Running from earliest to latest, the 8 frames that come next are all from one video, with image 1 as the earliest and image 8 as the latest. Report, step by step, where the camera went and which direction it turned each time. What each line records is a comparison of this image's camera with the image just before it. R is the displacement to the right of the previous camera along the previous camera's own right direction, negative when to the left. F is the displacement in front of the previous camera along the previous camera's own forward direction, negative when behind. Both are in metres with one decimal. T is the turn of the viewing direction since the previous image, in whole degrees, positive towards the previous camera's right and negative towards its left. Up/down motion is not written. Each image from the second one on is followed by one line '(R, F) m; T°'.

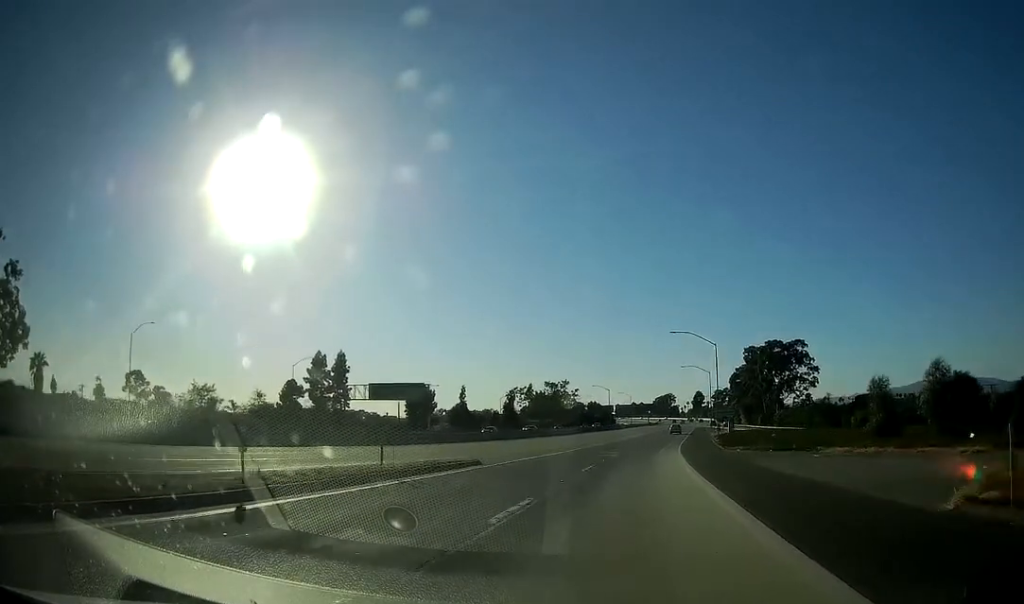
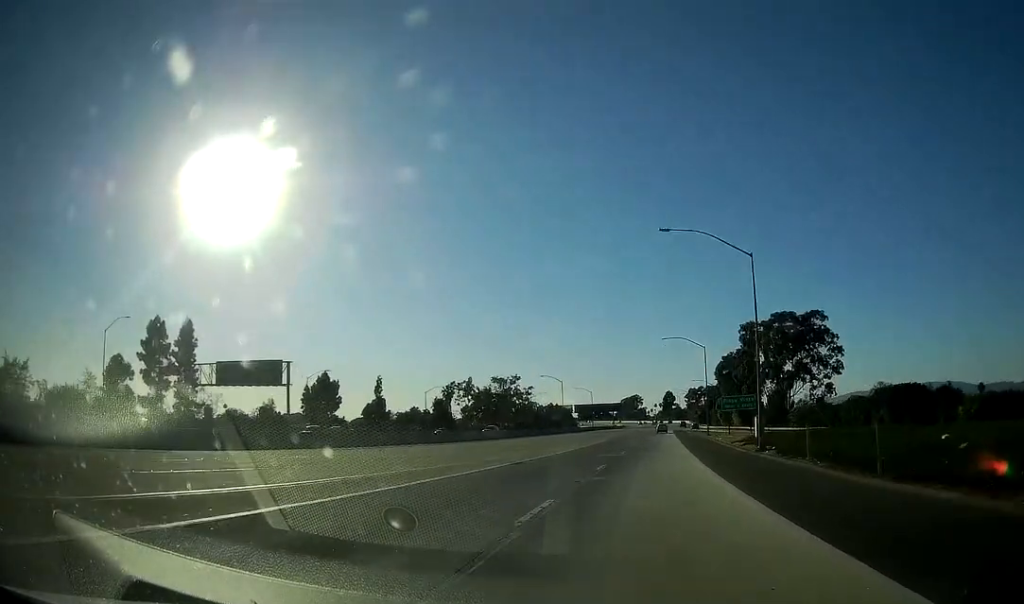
(+0.7, +46.0) m; +2°
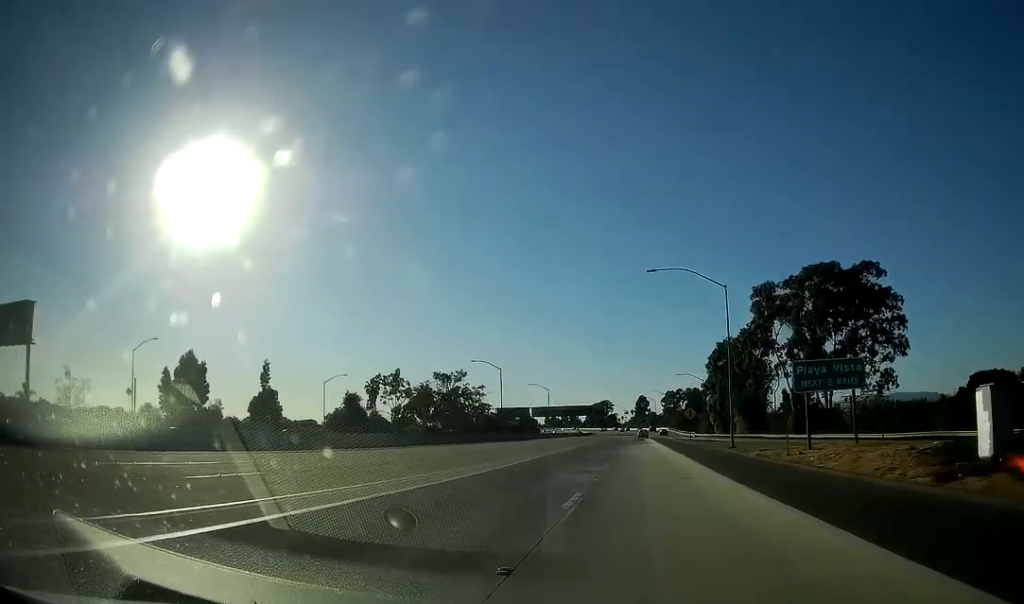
(+0.8, +42.4) m; +3°
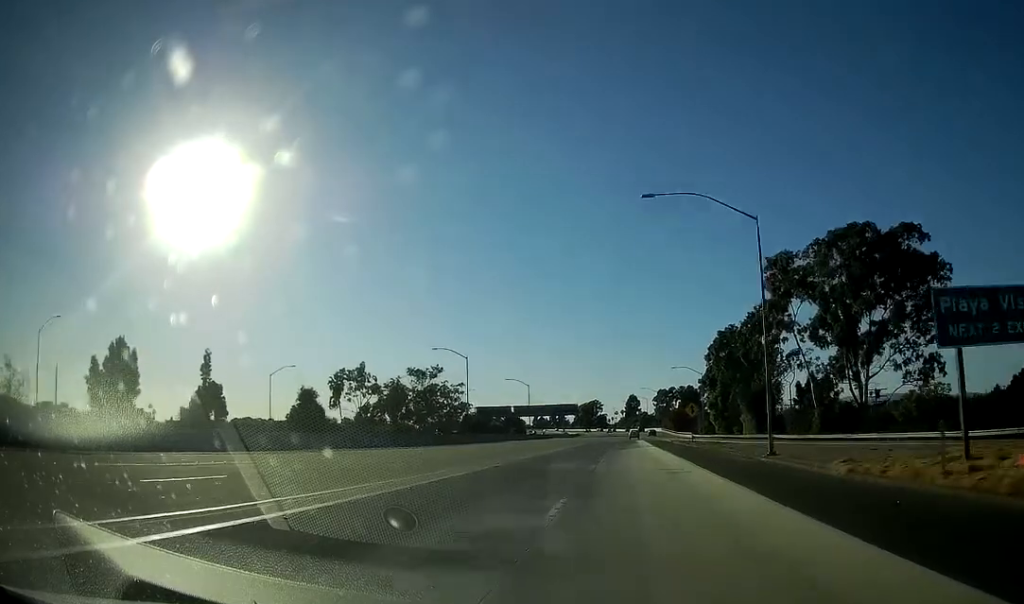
(+0.4, +17.1) m; +1°
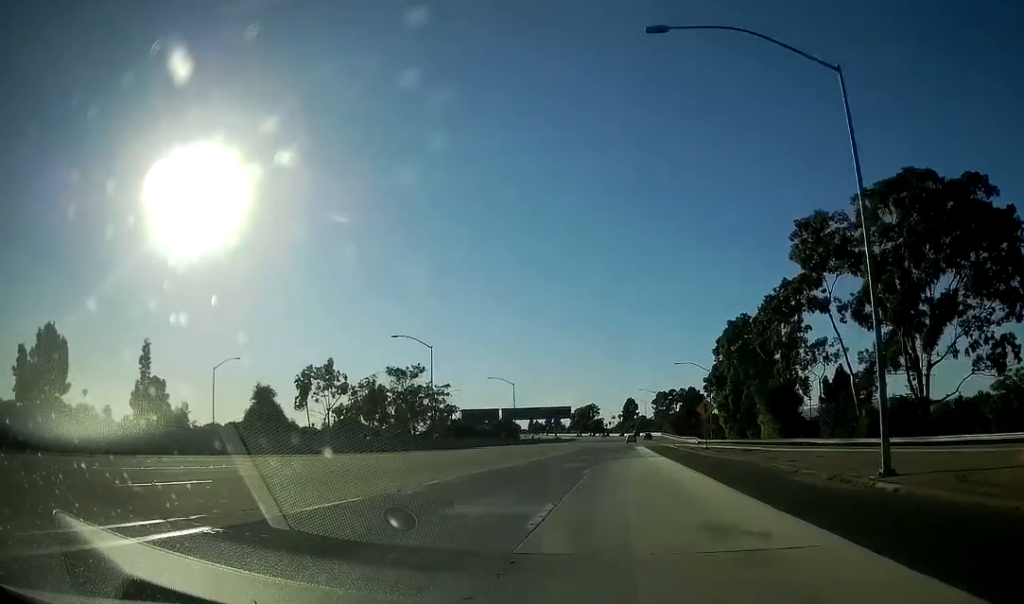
(+0.3, +15.3) m; +1°
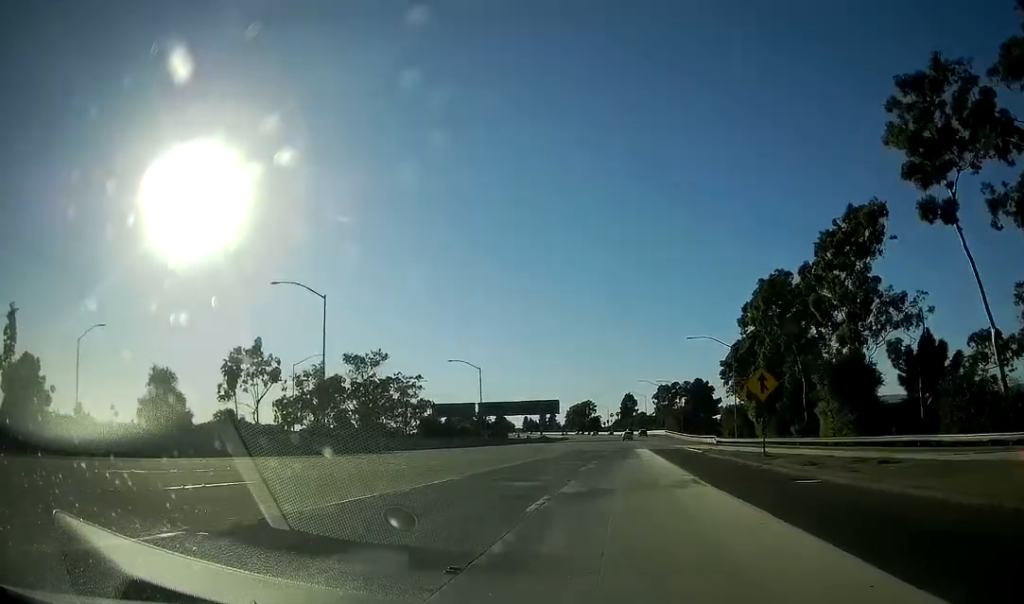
(-0.1, +28.0) m; 0°
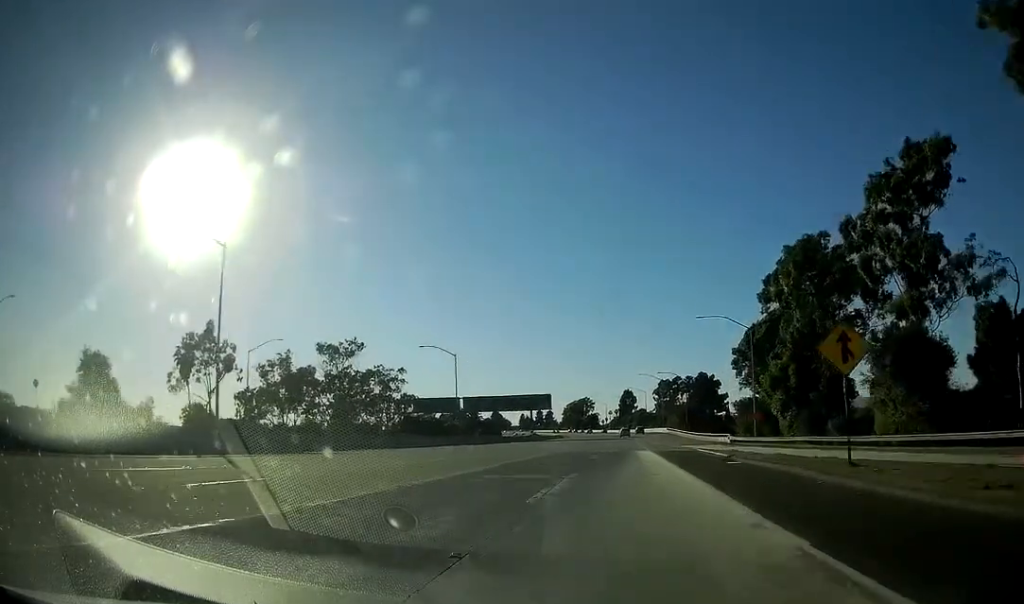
(0.0, +14.6) m; 0°
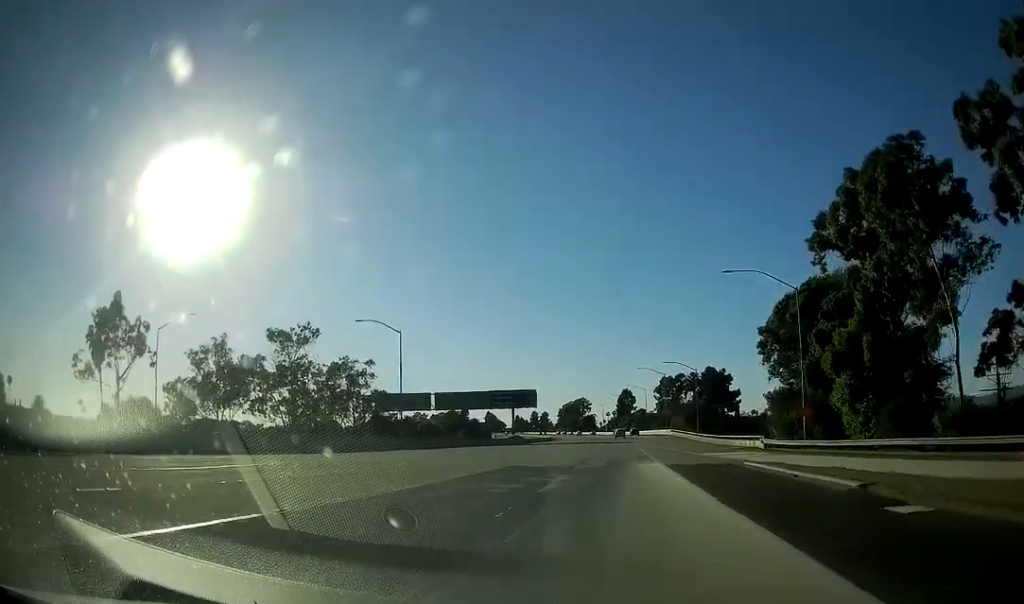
(0.0, +20.5) m; 0°
